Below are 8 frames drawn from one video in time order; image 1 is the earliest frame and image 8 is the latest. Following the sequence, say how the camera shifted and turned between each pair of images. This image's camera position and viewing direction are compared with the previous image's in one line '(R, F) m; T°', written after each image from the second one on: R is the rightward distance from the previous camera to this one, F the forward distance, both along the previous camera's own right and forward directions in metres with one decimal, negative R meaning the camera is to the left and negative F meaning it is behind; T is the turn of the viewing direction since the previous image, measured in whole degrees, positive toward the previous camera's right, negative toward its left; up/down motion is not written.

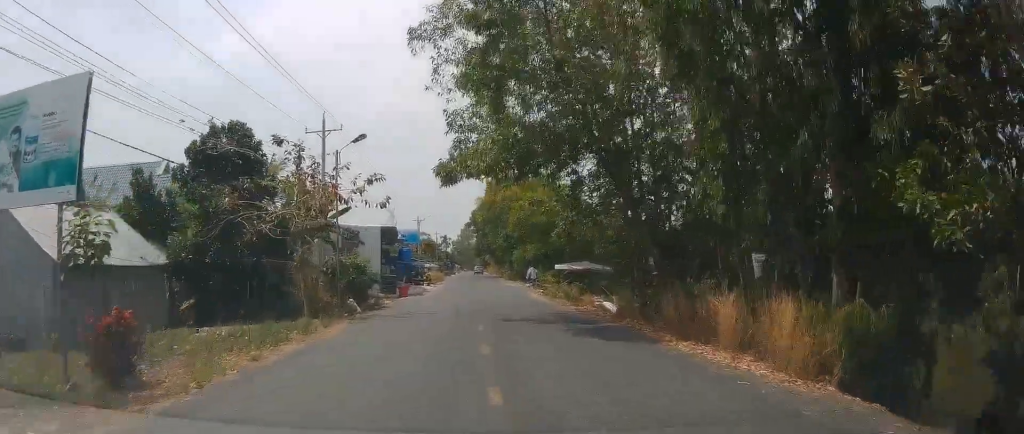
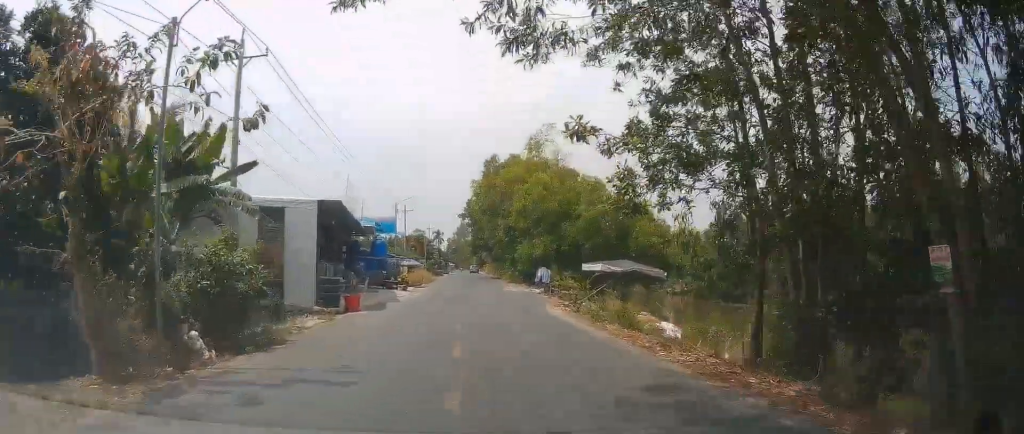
(0.0, +13.0) m; +1°
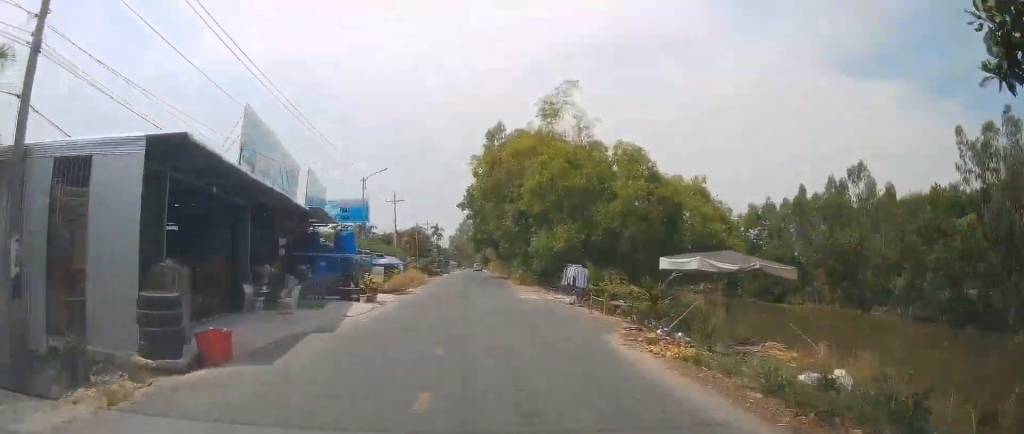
(+0.2, +12.2) m; +2°
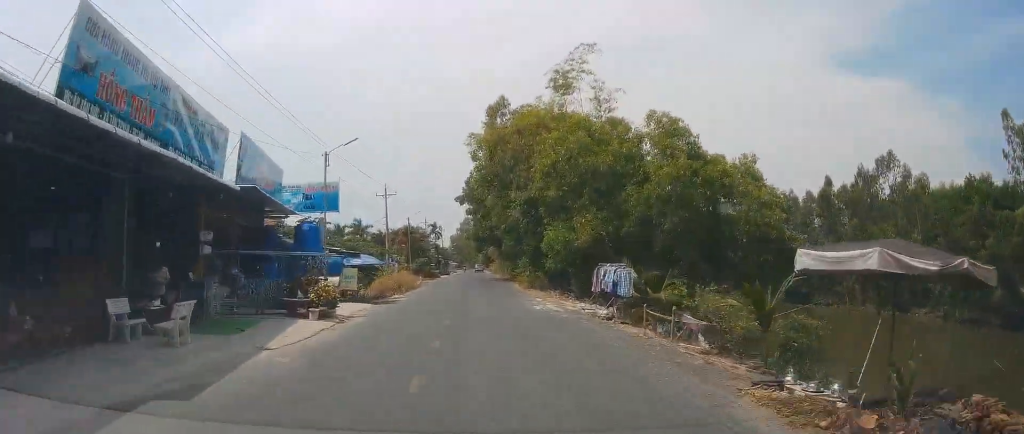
(+0.2, +7.4) m; +1°
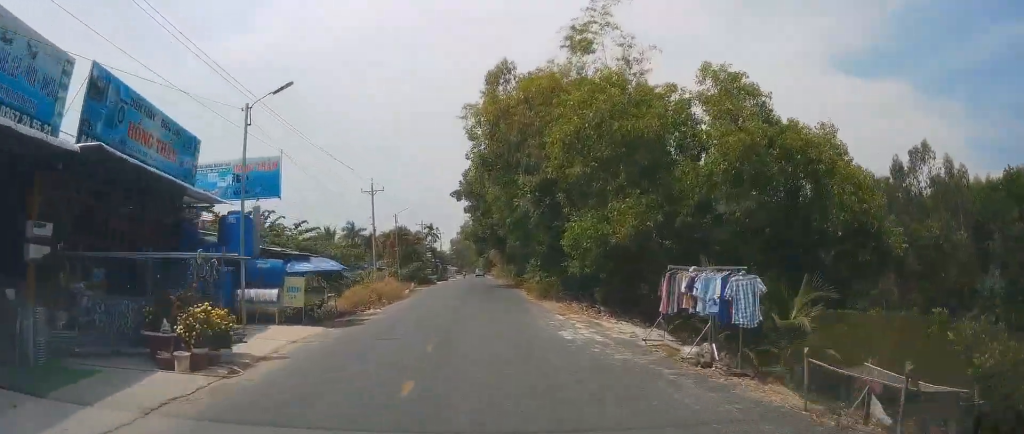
(+0.1, +7.9) m; +1°
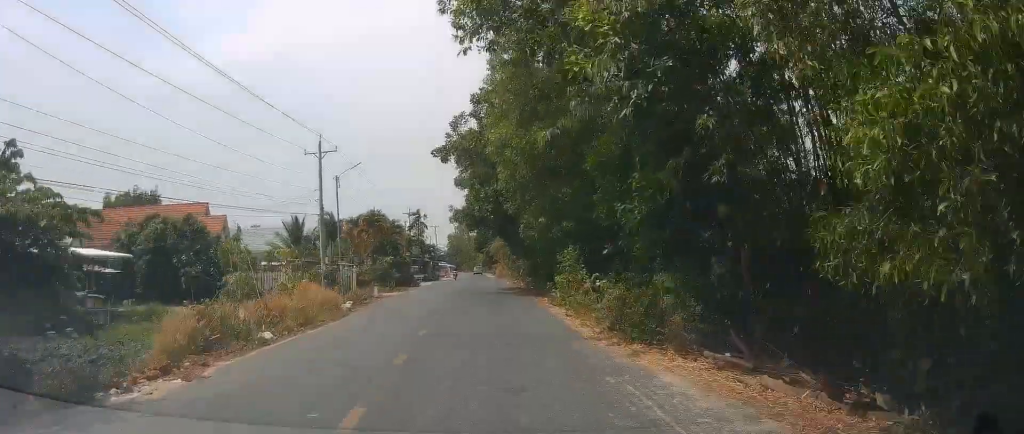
(0.0, +17.9) m; 0°
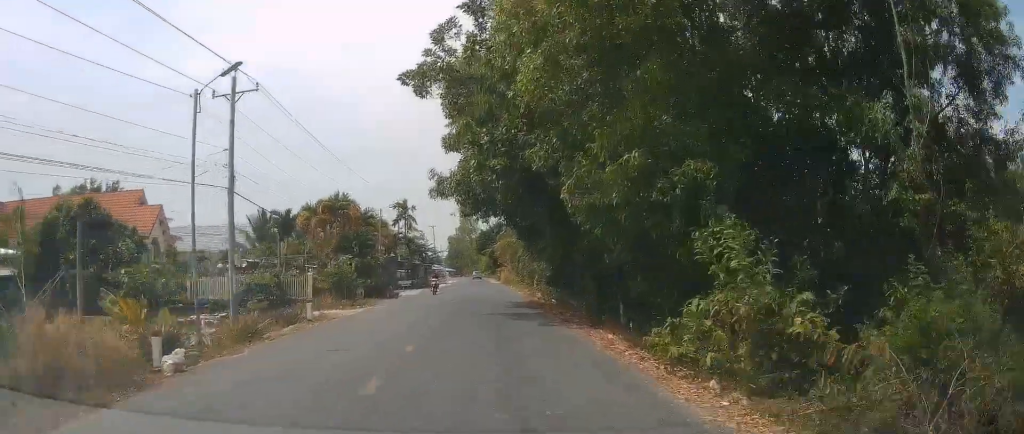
(0.0, +14.3) m; -1°
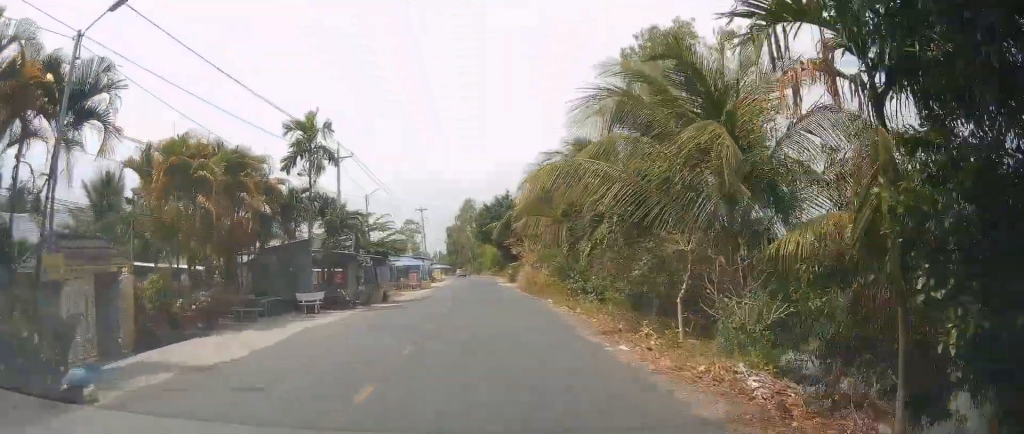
(-0.7, +32.8) m; 0°
